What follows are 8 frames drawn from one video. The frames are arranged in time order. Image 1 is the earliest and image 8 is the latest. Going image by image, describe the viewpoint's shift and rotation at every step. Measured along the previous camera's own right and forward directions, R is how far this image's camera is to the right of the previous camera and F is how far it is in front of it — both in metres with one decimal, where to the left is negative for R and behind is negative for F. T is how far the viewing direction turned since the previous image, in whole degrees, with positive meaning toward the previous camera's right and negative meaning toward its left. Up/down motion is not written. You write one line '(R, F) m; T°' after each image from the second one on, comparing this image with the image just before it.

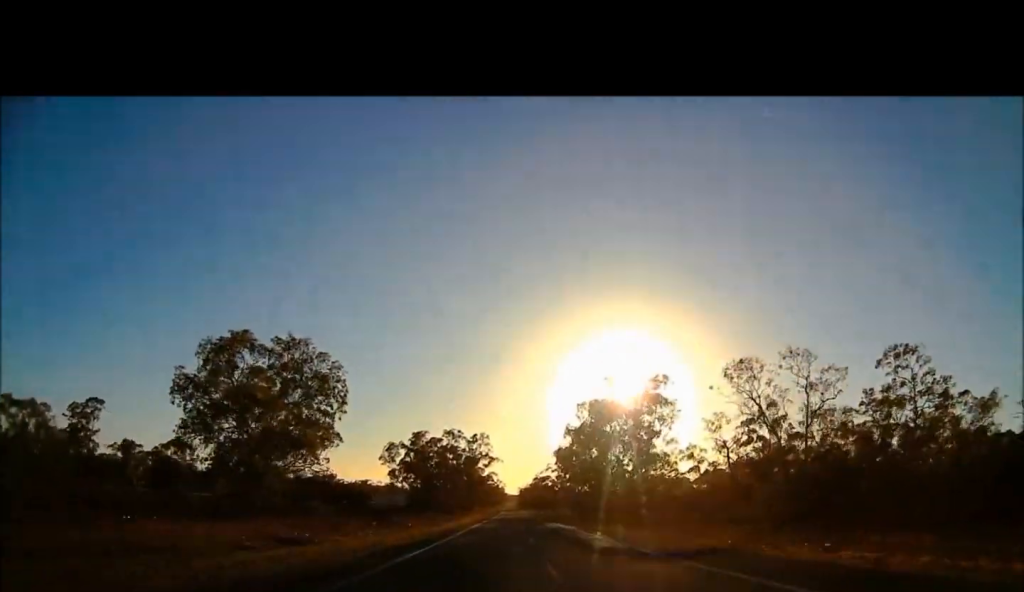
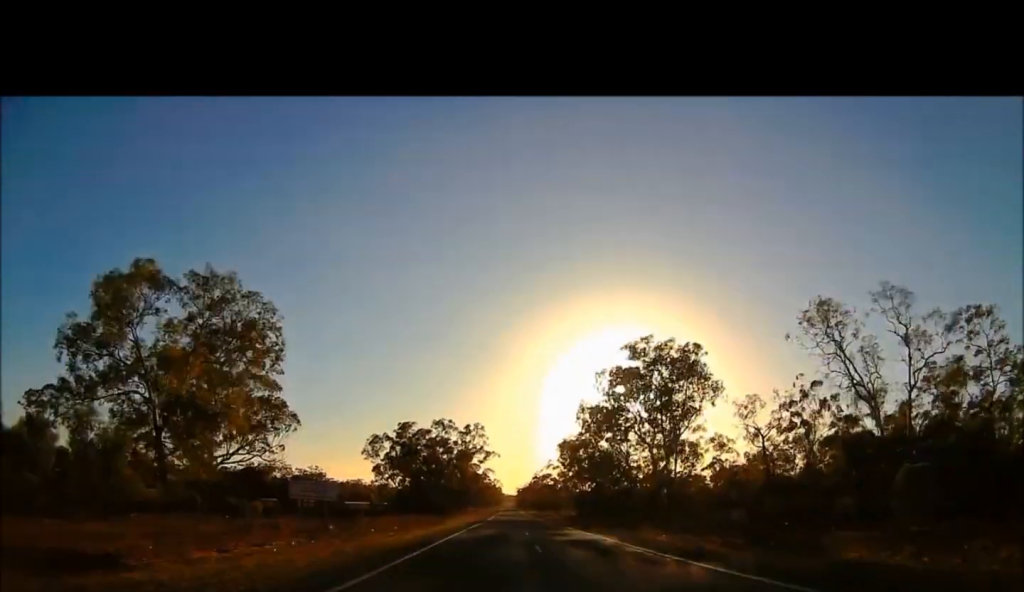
(0.0, +13.6) m; 0°
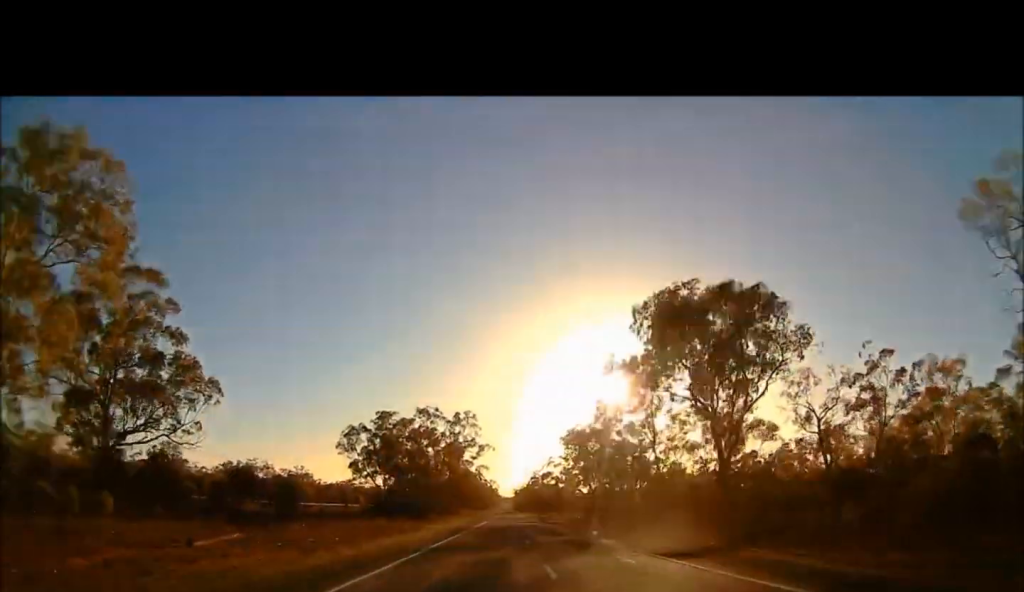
(0.0, +15.9) m; 0°
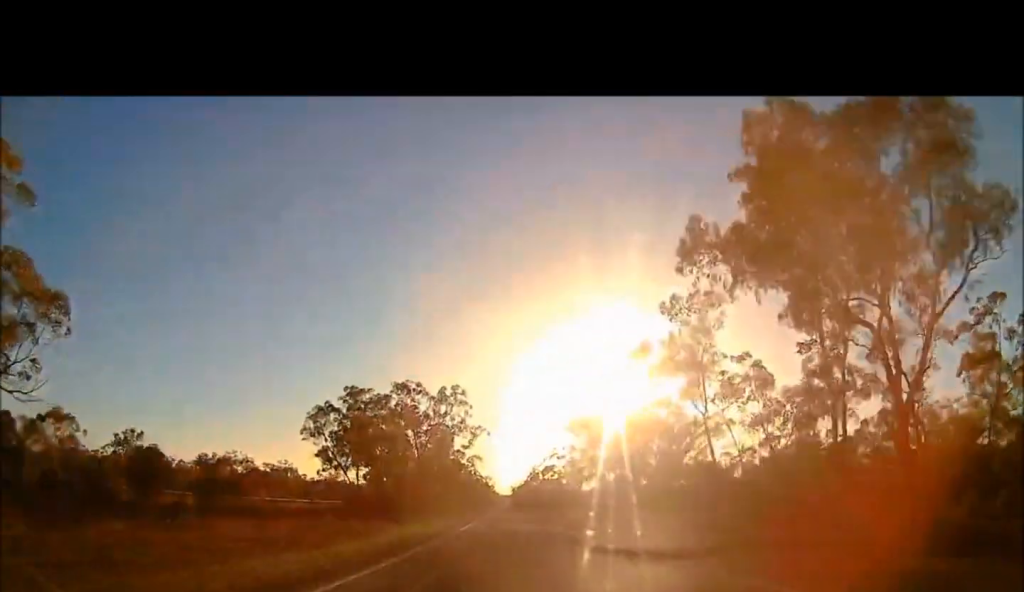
(0.0, +17.4) m; 0°
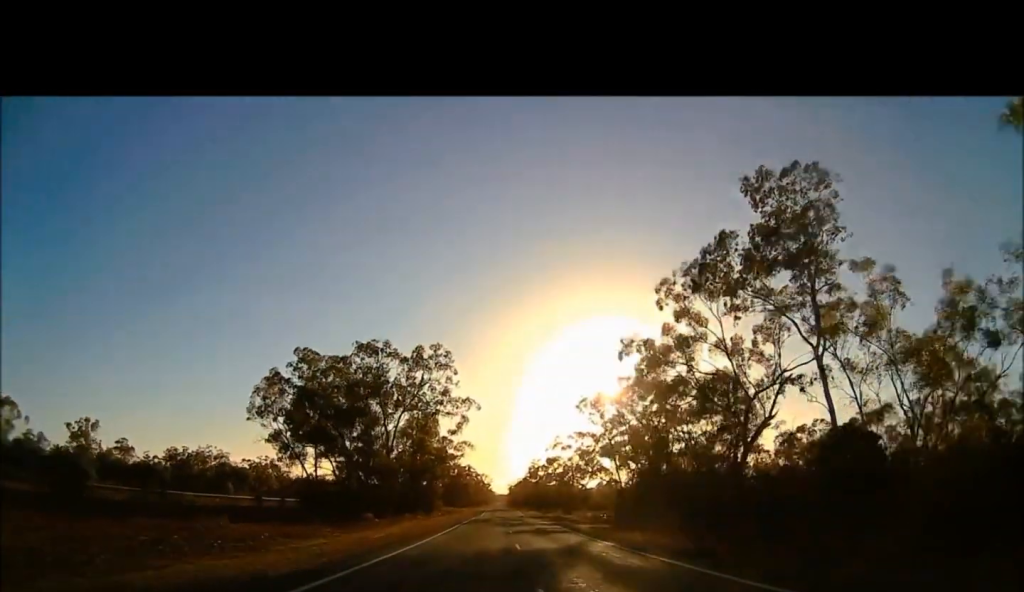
(0.0, +19.0) m; 0°
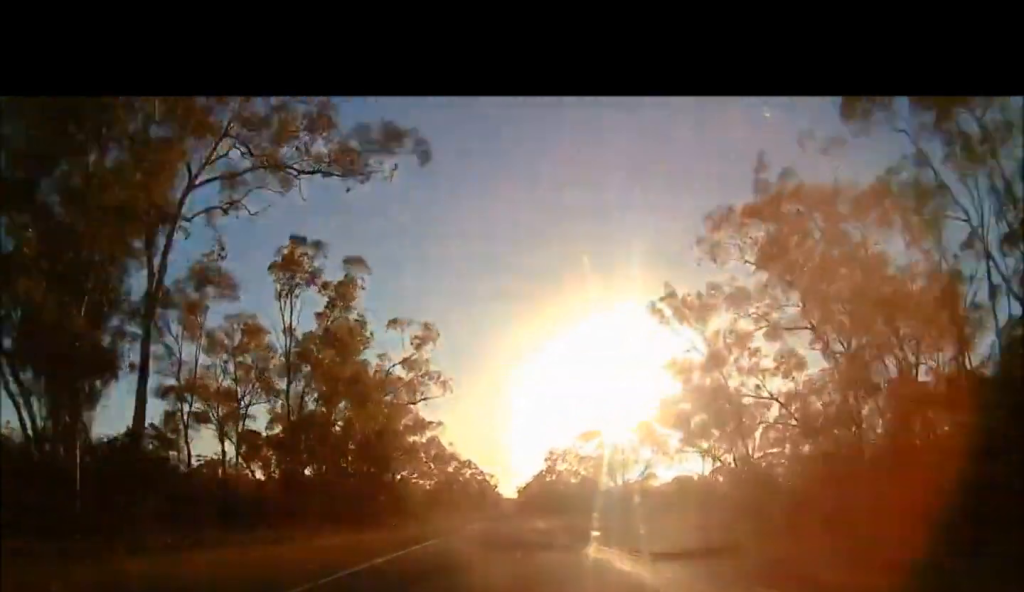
(0.0, +49.2) m; 0°
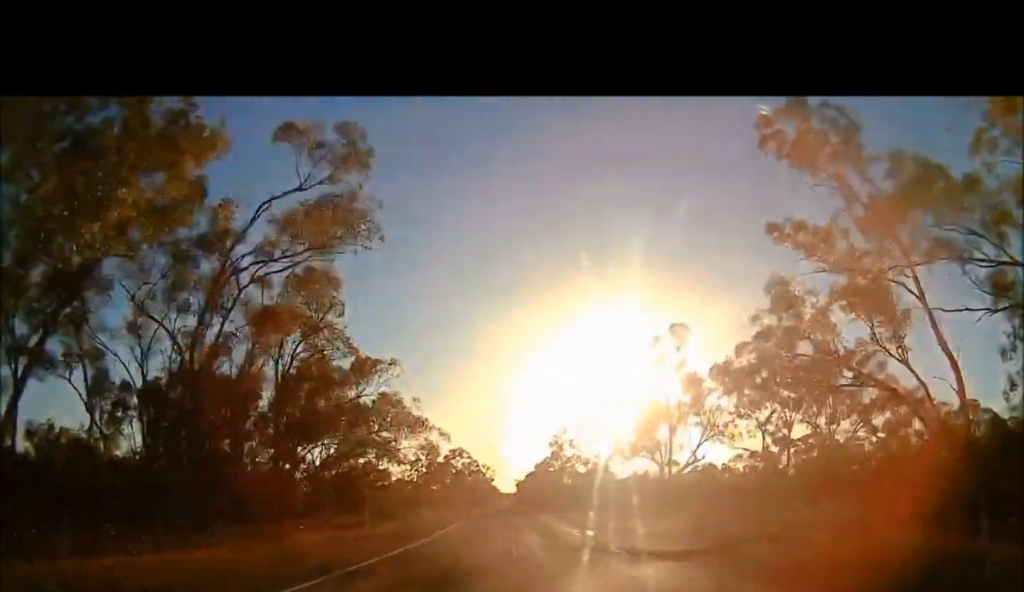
(0.0, +26.7) m; 0°
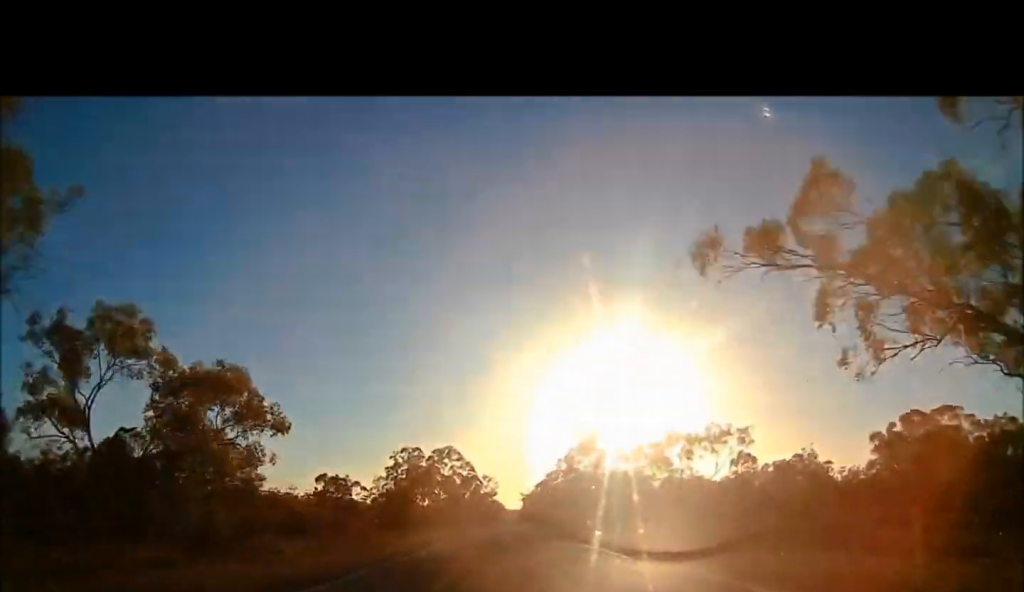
(0.0, +50.6) m; 0°
